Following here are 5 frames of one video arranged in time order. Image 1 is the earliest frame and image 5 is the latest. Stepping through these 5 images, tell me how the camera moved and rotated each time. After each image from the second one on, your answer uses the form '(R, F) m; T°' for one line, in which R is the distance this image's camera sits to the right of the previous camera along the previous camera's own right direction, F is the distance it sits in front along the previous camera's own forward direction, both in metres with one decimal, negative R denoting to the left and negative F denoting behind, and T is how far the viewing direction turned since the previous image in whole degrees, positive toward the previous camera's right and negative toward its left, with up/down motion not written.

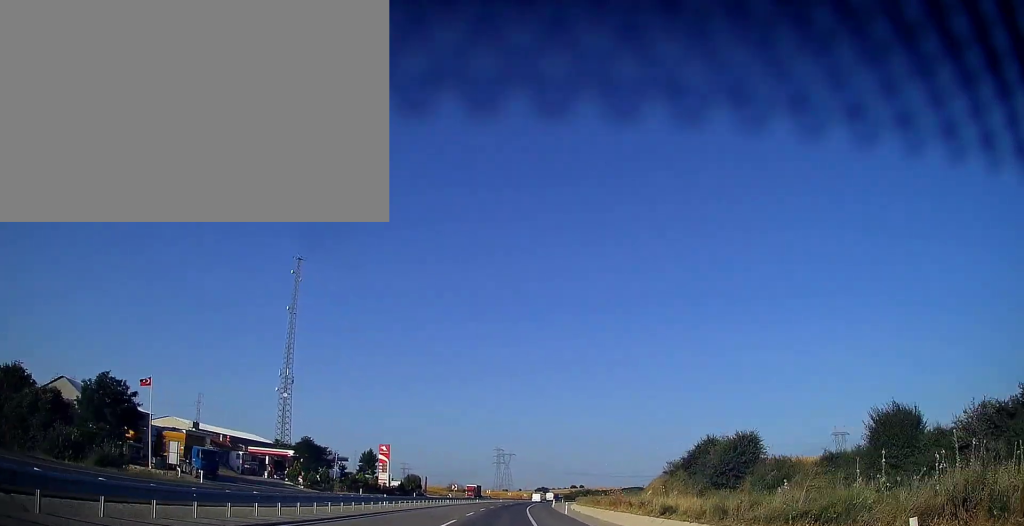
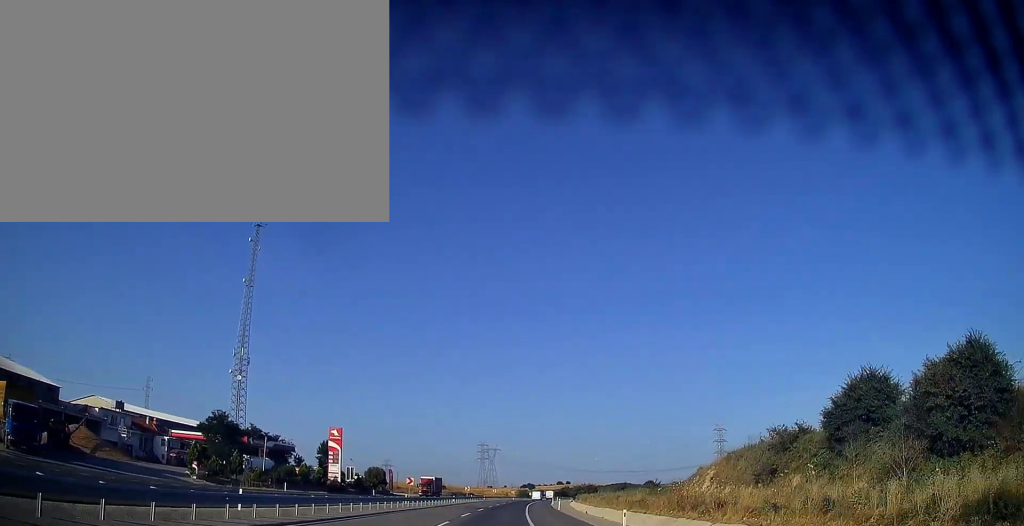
(+0.3, +25.6) m; +1°
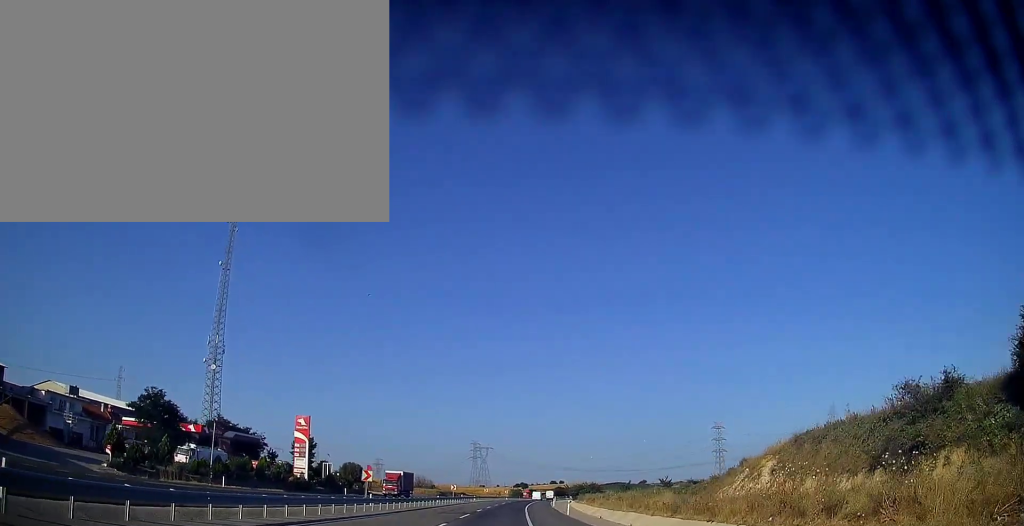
(+0.1, +12.8) m; +1°
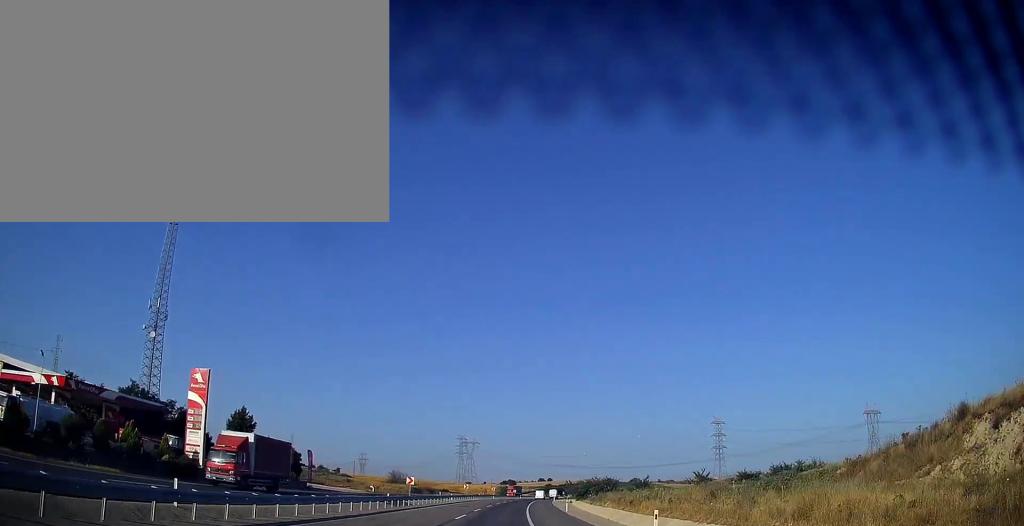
(+0.2, +25.6) m; +1°
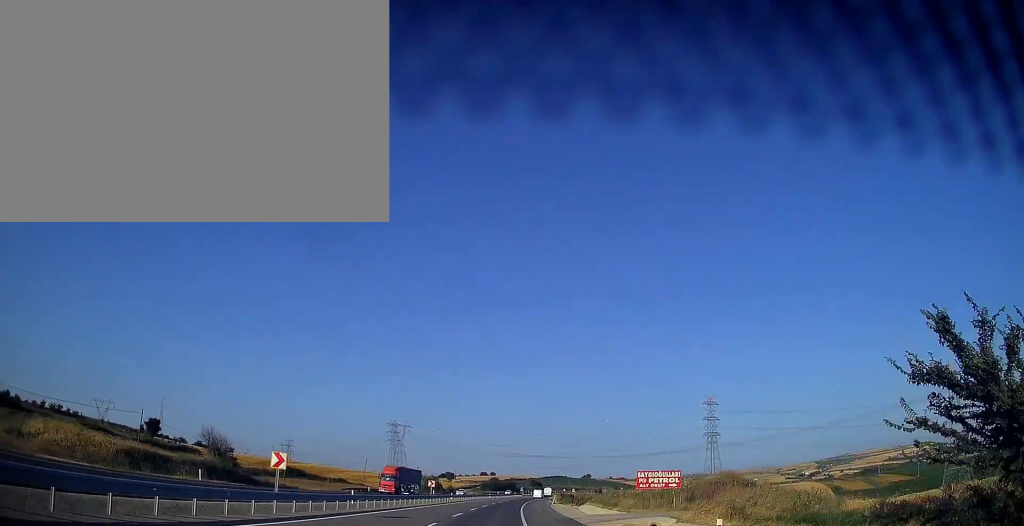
(+4.5, +94.5) m; +6°
